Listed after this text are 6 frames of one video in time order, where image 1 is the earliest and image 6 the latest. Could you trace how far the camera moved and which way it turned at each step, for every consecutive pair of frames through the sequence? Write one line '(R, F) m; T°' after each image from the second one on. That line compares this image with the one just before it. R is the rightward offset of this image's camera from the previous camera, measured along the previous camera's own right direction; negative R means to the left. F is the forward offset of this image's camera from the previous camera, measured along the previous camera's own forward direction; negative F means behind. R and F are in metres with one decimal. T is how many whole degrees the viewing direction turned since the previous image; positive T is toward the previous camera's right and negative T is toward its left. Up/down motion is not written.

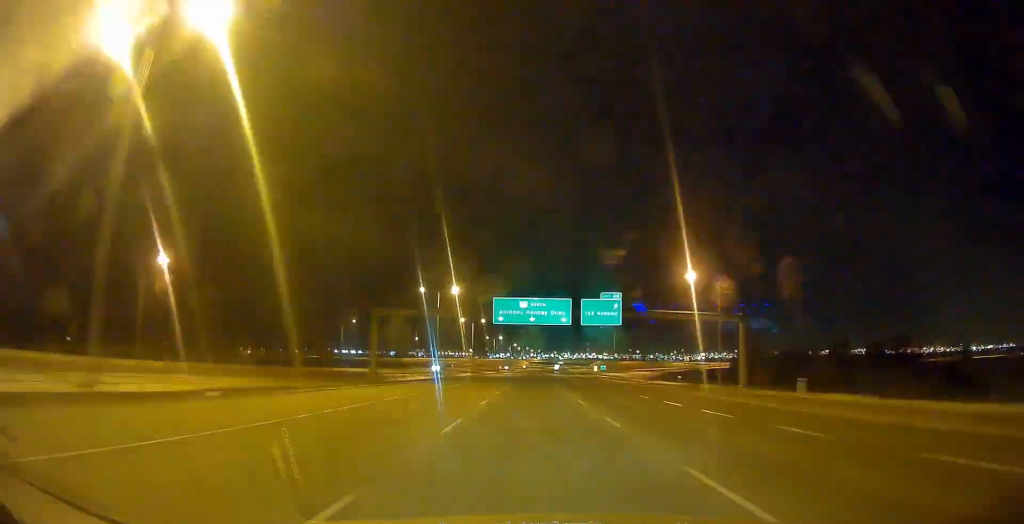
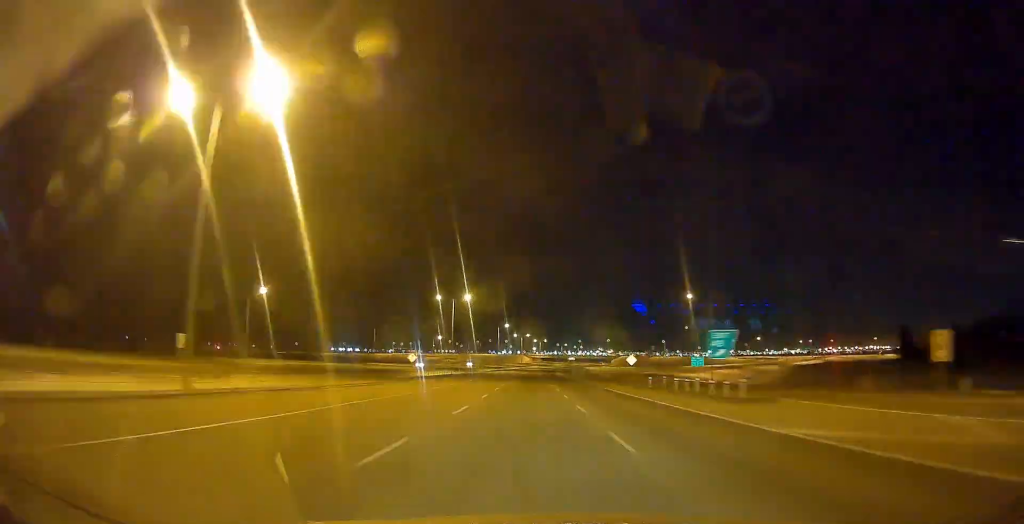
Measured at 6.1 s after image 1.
(+1.3, +183.5) m; +2°
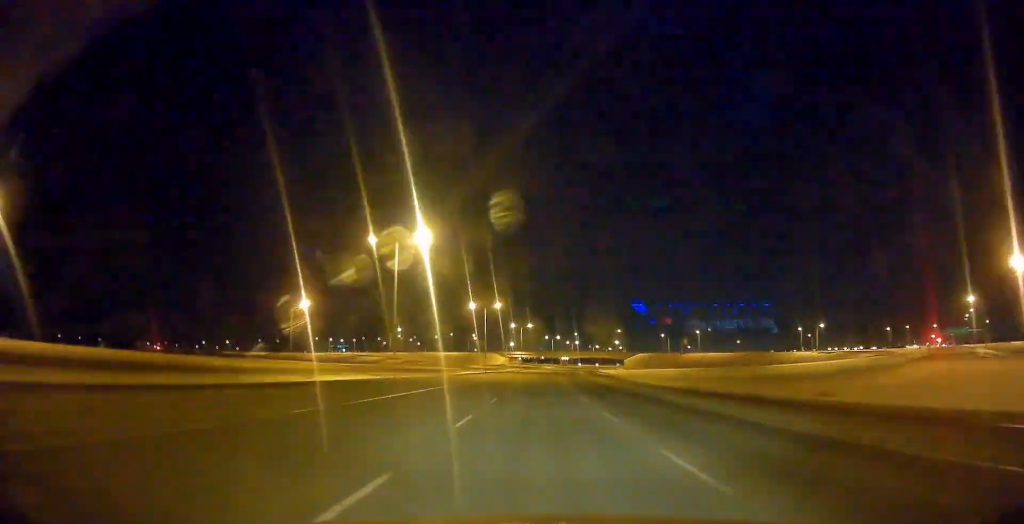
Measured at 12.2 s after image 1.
(-0.6, +184.1) m; +3°
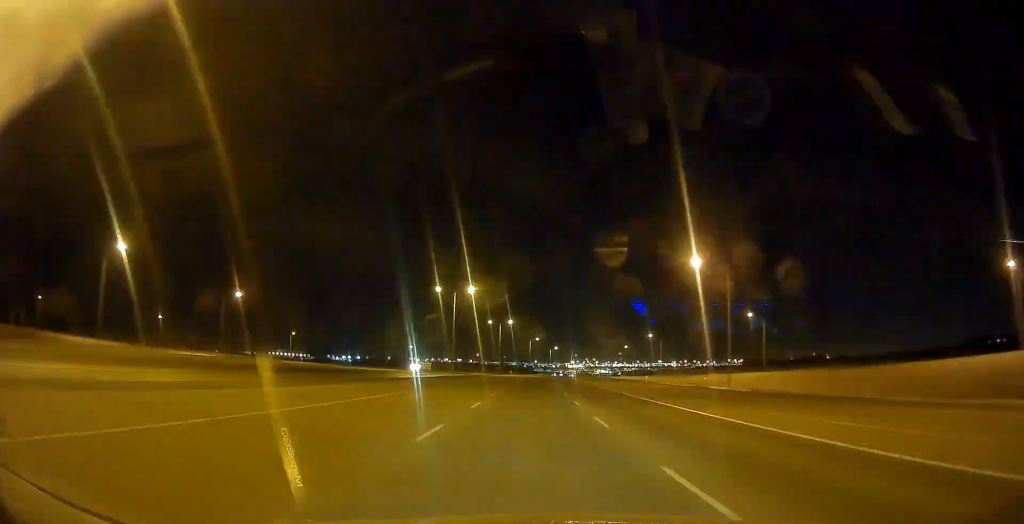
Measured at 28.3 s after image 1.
(+50.2, +476.8) m; +12°
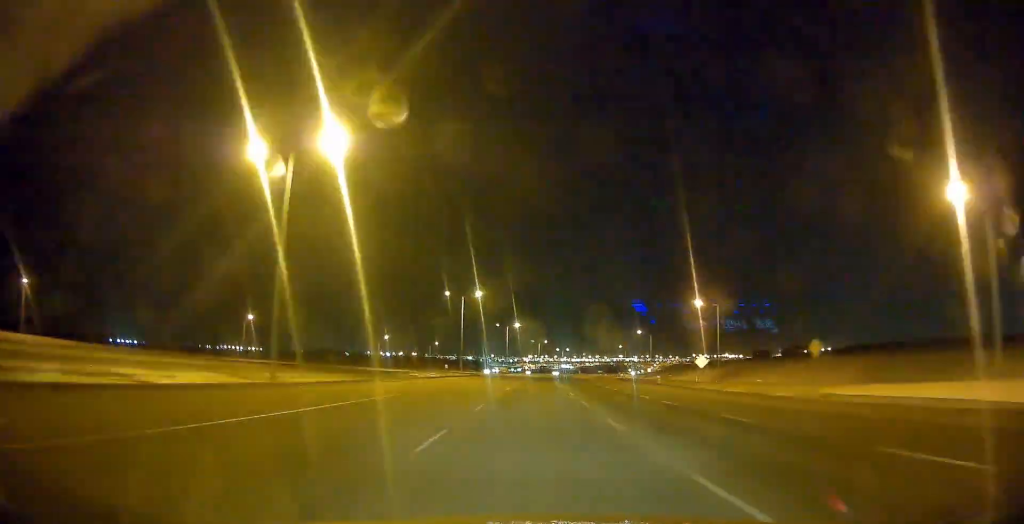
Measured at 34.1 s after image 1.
(+7.8, +170.9) m; +4°
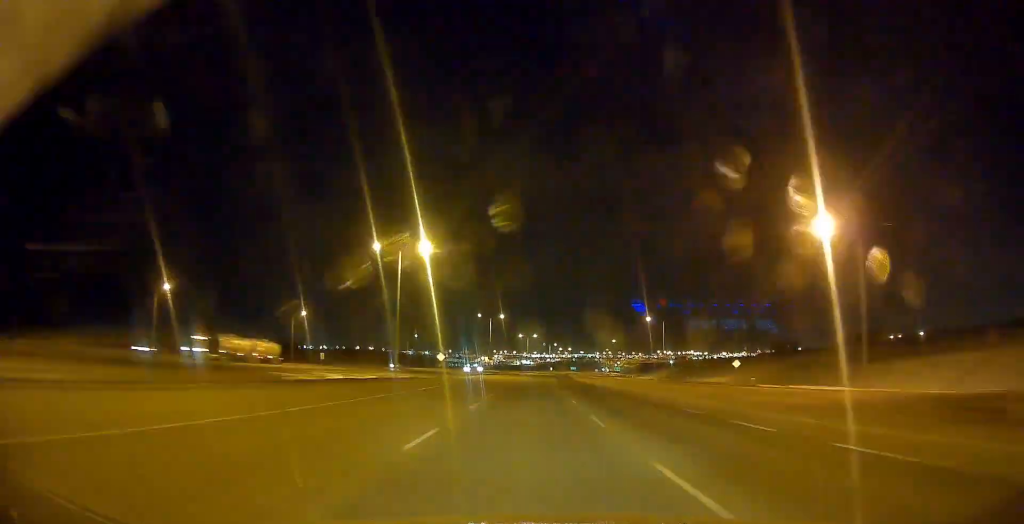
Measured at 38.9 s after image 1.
(+1.5, +144.2) m; +4°
